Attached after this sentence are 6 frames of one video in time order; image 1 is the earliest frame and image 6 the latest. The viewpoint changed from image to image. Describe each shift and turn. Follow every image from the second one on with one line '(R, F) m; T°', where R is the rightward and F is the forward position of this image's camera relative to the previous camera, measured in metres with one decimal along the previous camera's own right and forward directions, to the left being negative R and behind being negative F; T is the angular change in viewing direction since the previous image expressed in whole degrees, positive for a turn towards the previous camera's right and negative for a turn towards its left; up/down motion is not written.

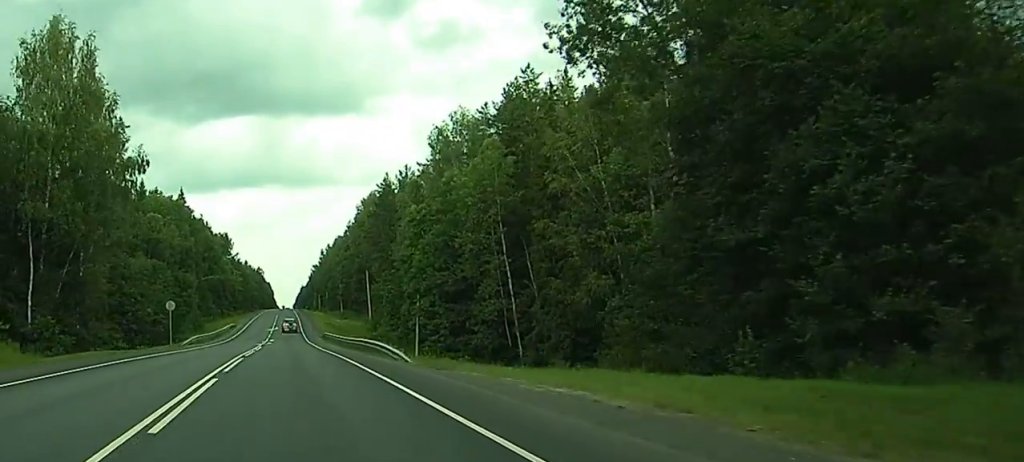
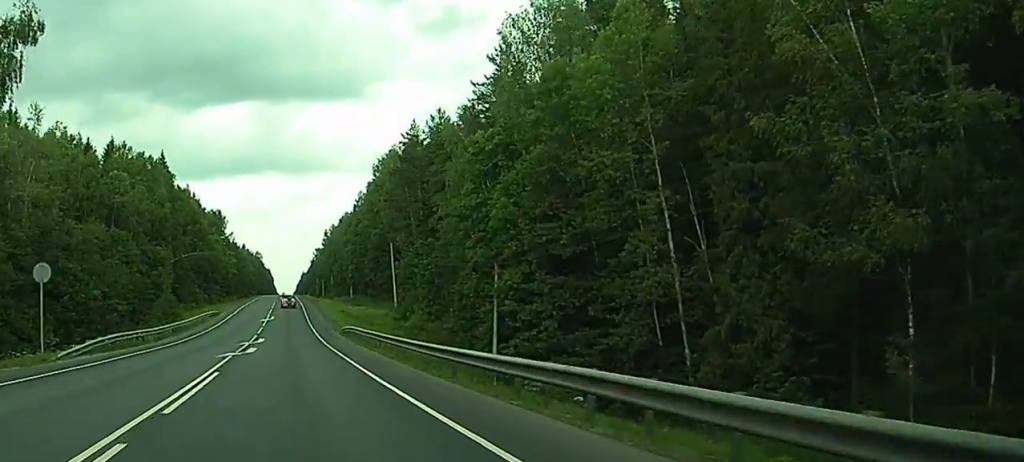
(+0.1, +33.9) m; 0°
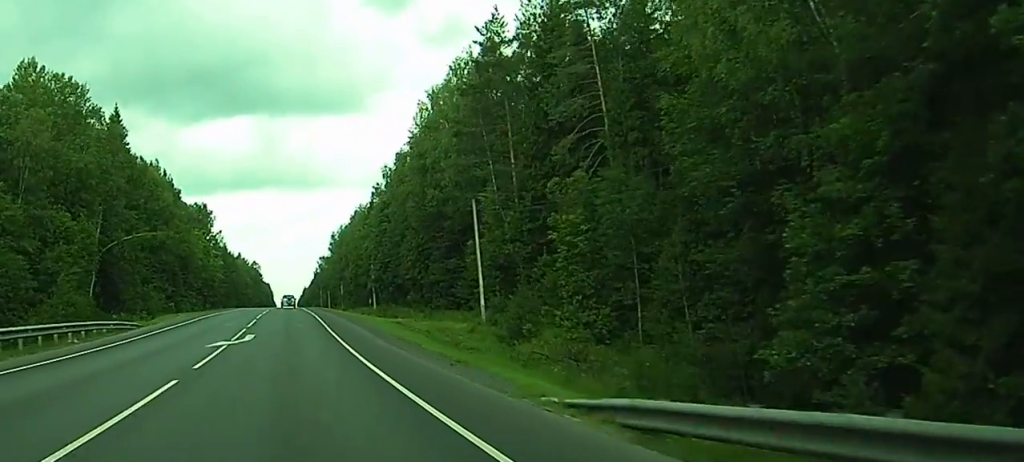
(-0.4, +50.3) m; -1°
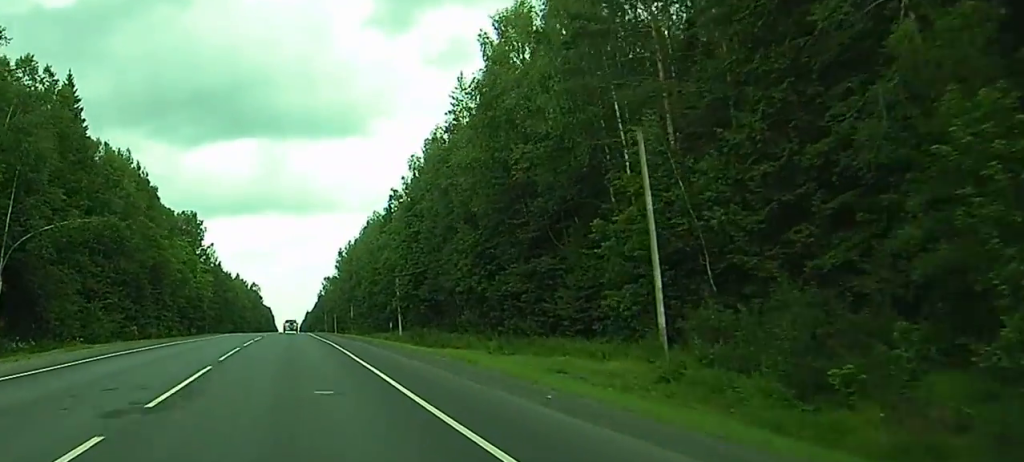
(-0.3, +30.2) m; -1°
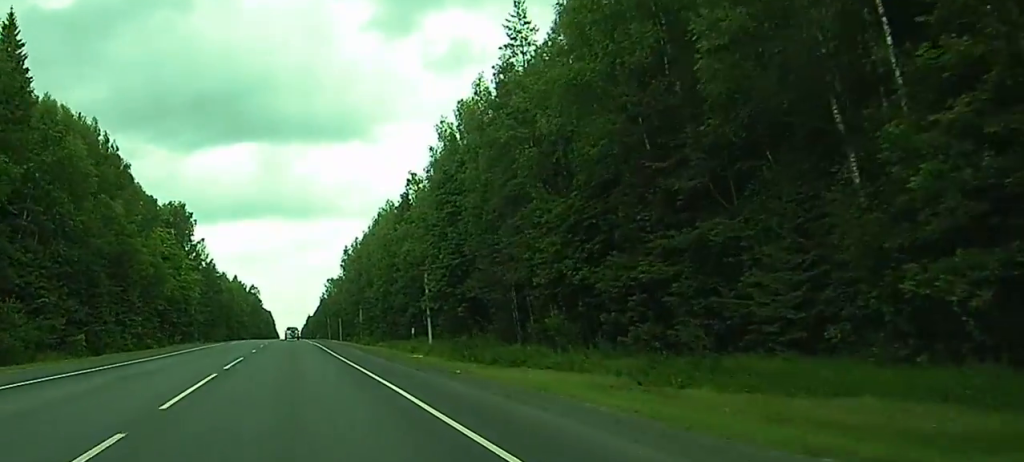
(-0.2, +23.1) m; 0°
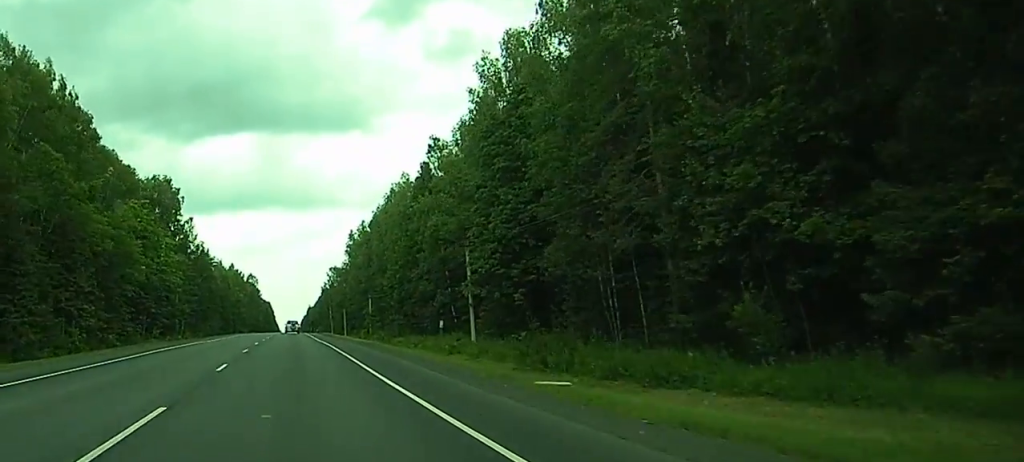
(+0.1, +20.9) m; 0°
